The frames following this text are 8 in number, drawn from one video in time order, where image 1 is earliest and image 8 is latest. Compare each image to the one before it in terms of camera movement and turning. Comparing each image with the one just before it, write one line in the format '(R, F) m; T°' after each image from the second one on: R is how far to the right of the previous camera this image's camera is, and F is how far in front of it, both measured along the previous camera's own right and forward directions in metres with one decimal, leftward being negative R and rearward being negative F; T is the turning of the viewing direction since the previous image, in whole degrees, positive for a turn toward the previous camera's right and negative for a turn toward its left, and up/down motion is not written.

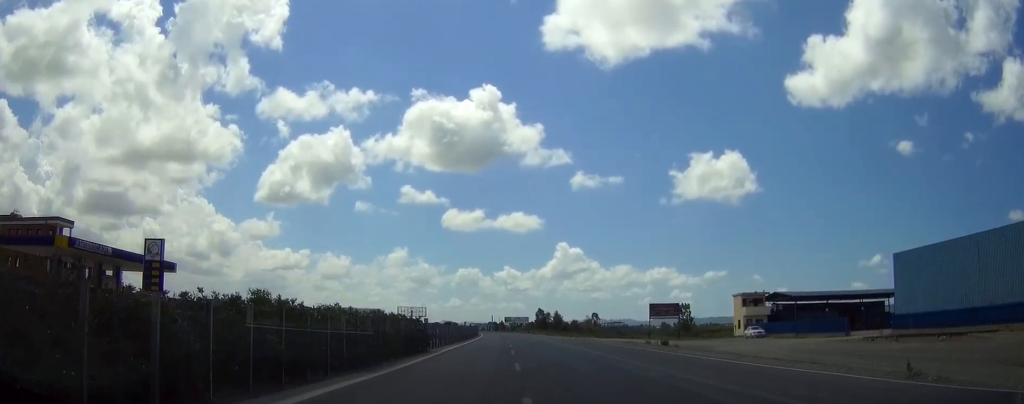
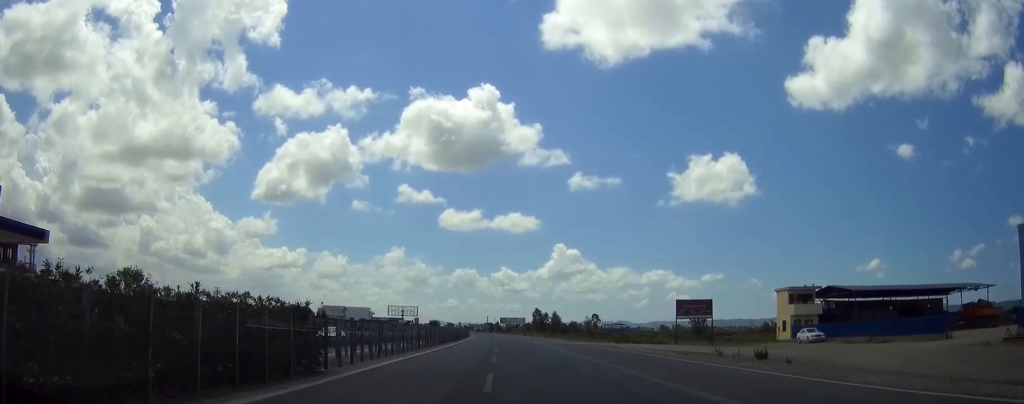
(0.0, +18.4) m; 0°
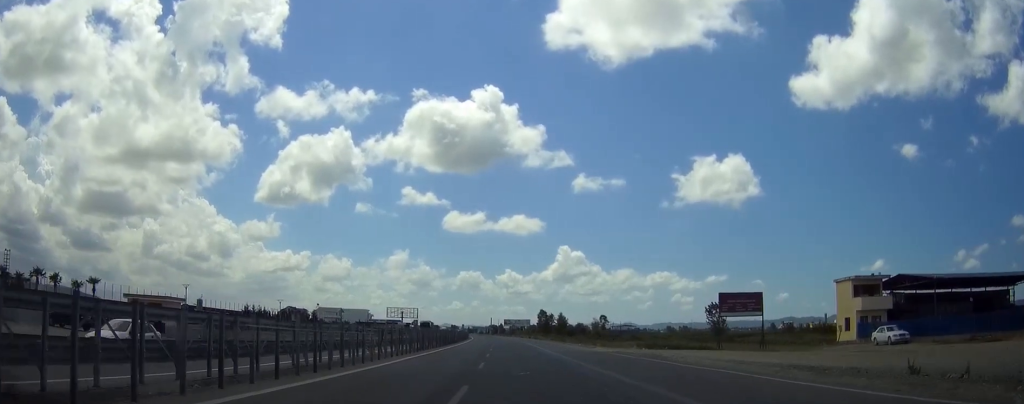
(0.0, +15.8) m; 0°
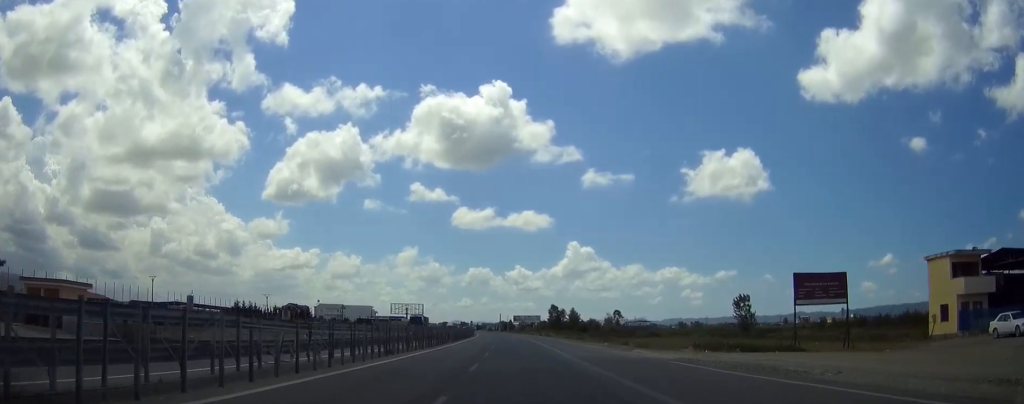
(0.0, +15.7) m; 0°
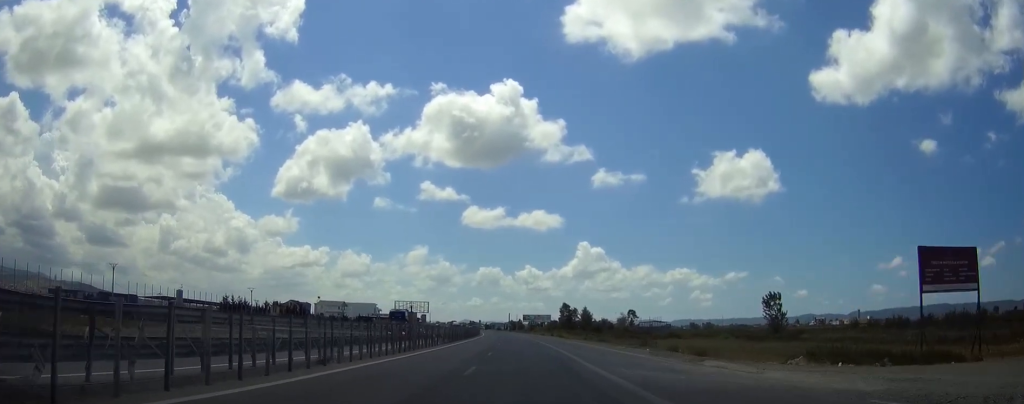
(0.0, +14.8) m; -1°
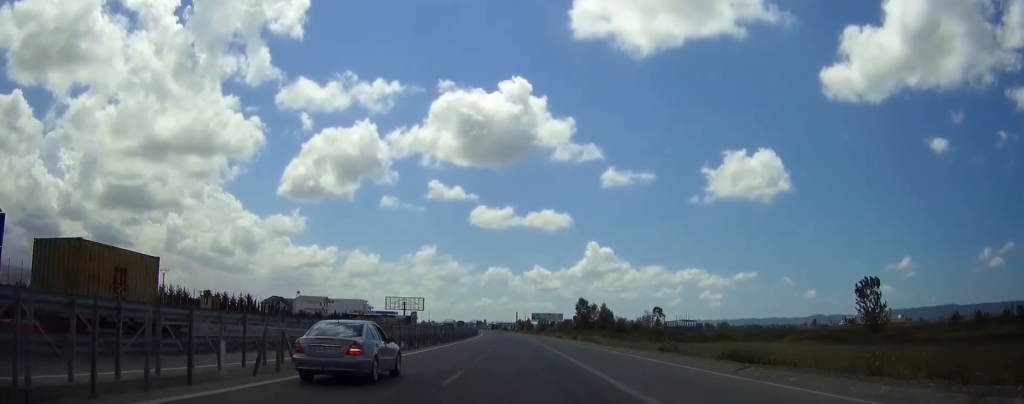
(-0.6, +40.8) m; -2°
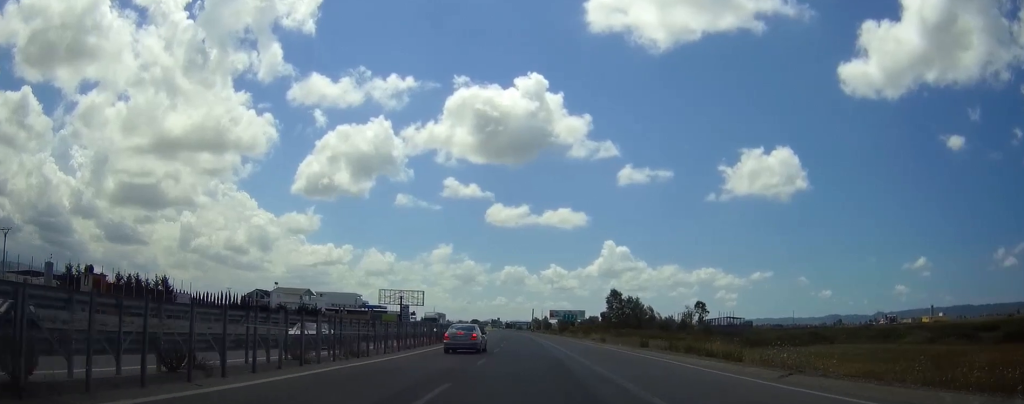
(-0.5, +40.6) m; -1°
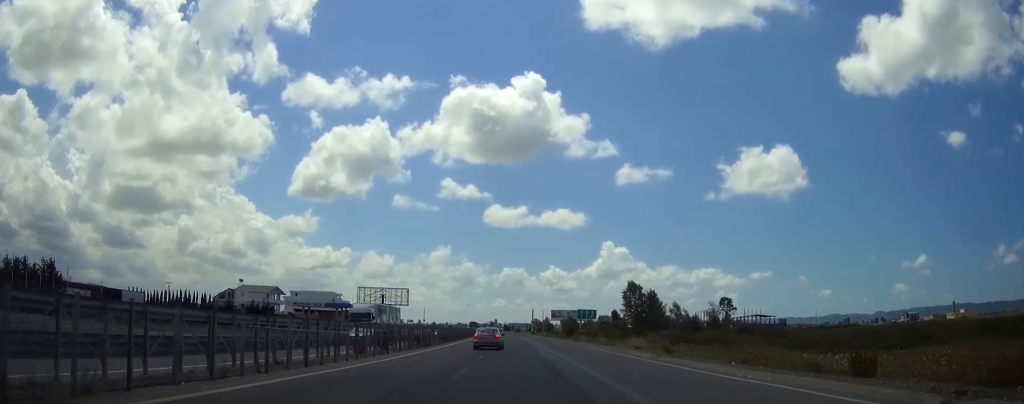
(-0.1, +31.3) m; 0°
